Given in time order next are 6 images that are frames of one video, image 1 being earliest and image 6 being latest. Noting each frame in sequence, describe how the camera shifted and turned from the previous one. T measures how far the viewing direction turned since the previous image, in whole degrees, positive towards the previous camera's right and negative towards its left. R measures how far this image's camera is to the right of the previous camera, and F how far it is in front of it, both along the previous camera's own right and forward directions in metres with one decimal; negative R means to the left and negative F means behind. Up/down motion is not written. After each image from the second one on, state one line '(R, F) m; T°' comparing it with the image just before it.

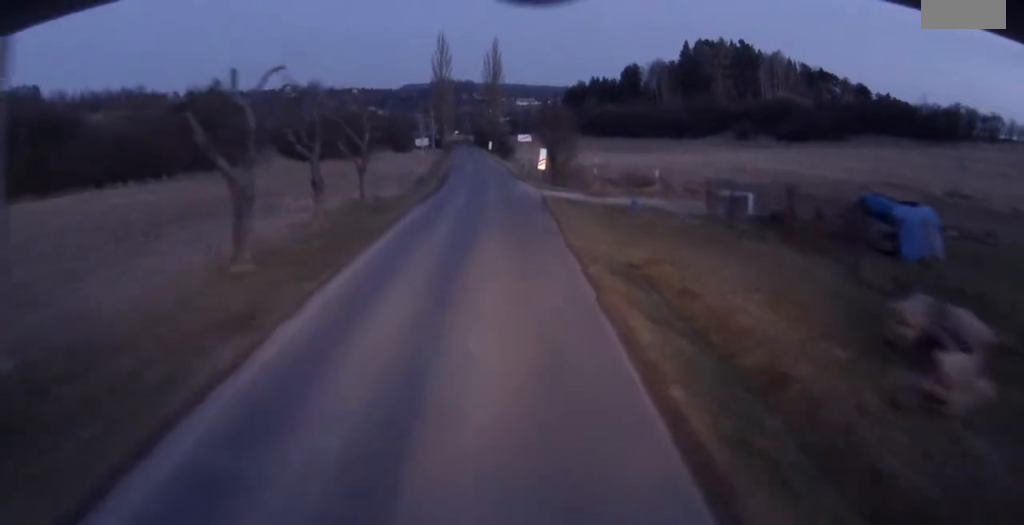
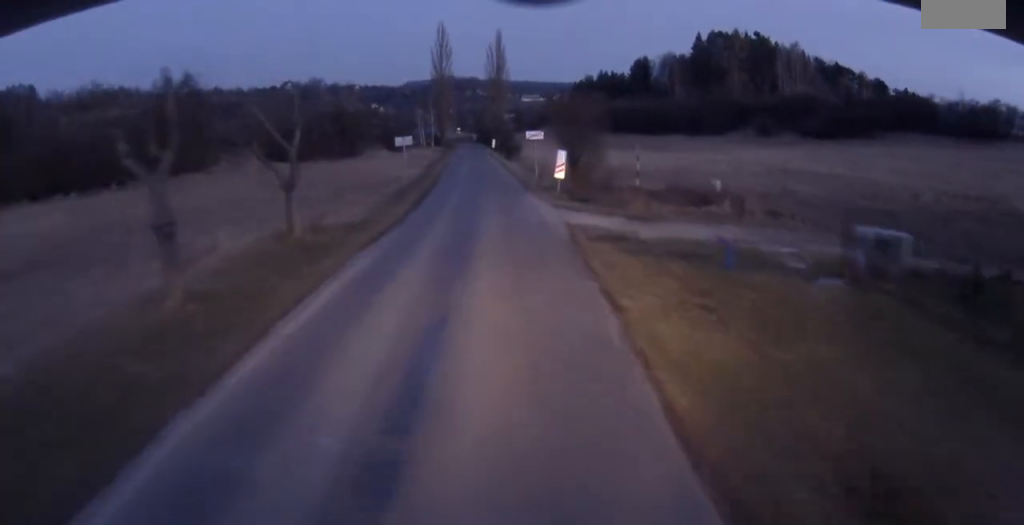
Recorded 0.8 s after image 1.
(0.0, +11.9) m; -1°
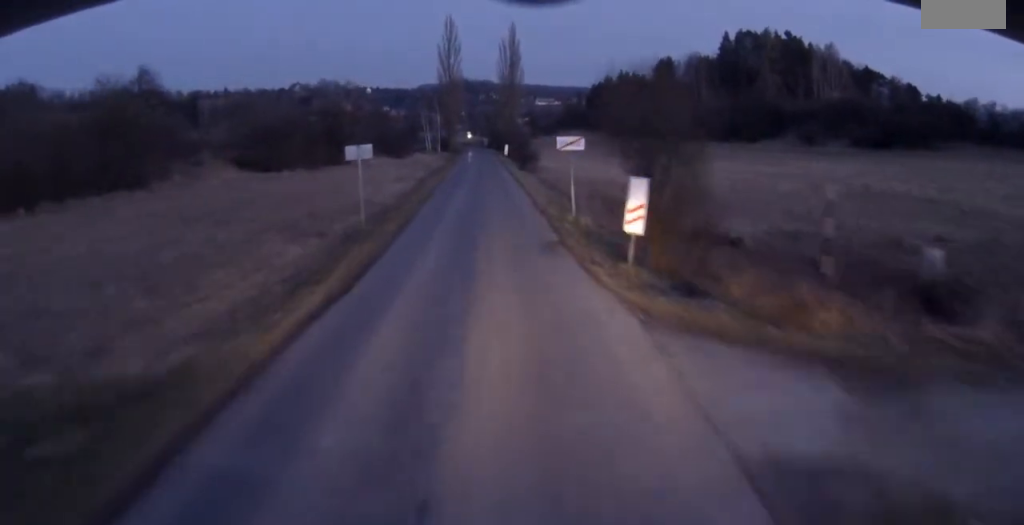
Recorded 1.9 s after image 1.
(-0.1, +16.4) m; -1°
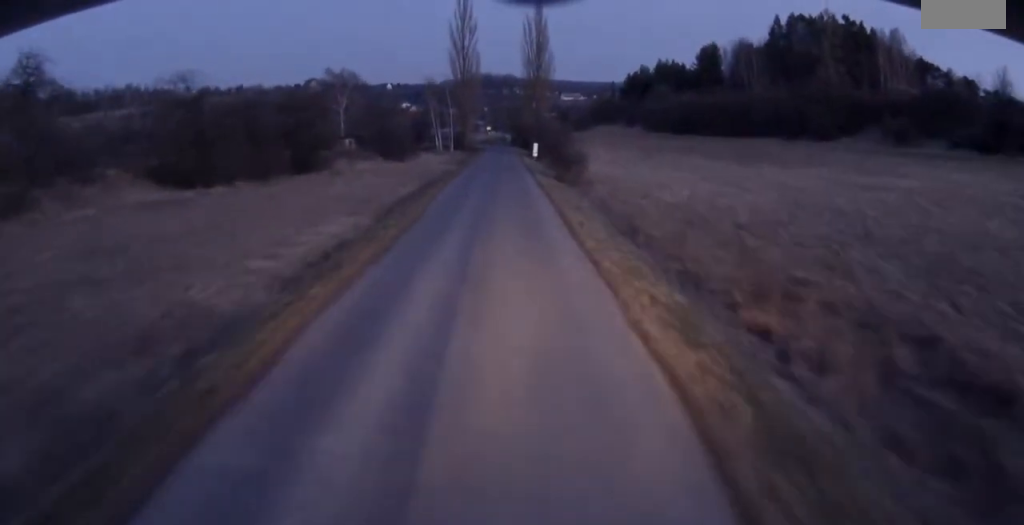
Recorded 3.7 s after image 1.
(-0.3, +27.1) m; -1°
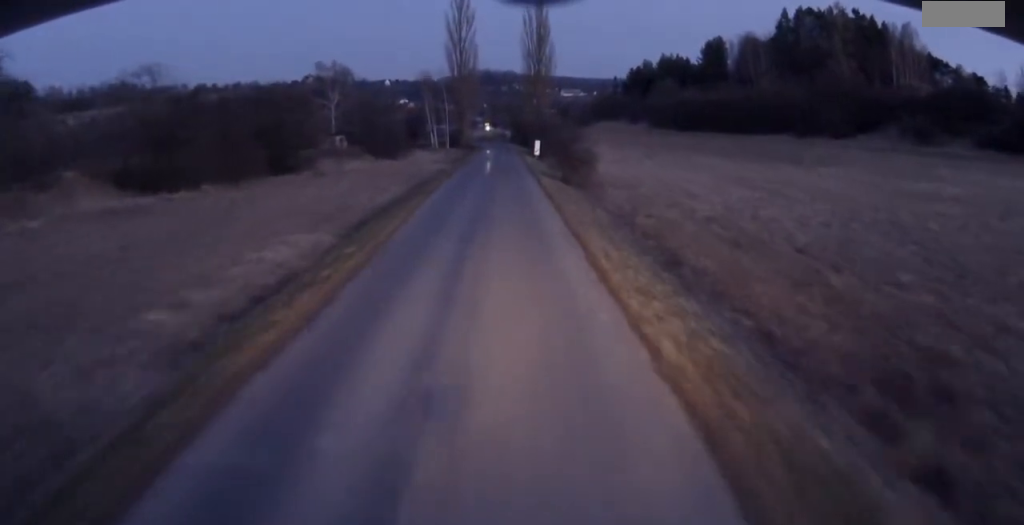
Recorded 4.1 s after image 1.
(0.0, +6.5) m; 0°
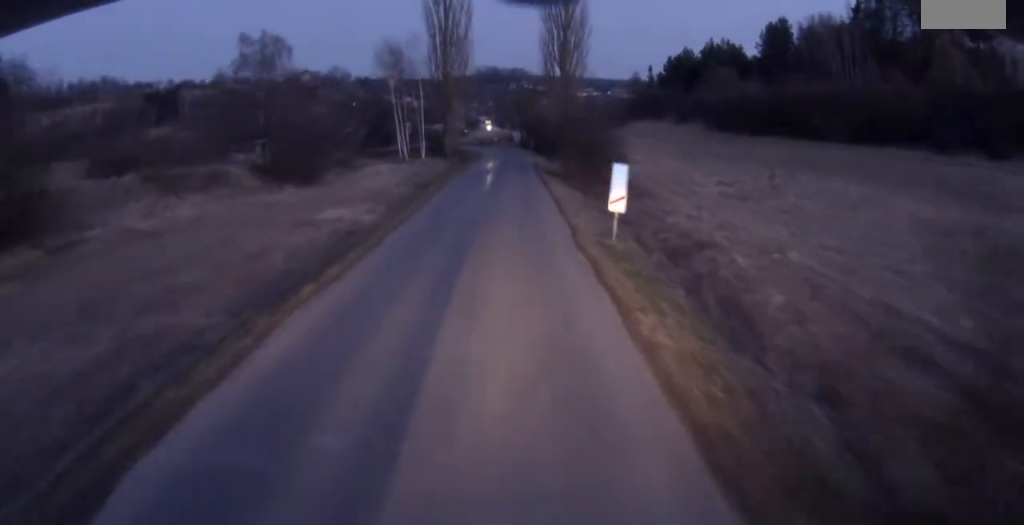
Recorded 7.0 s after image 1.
(-0.2, +42.8) m; 0°
